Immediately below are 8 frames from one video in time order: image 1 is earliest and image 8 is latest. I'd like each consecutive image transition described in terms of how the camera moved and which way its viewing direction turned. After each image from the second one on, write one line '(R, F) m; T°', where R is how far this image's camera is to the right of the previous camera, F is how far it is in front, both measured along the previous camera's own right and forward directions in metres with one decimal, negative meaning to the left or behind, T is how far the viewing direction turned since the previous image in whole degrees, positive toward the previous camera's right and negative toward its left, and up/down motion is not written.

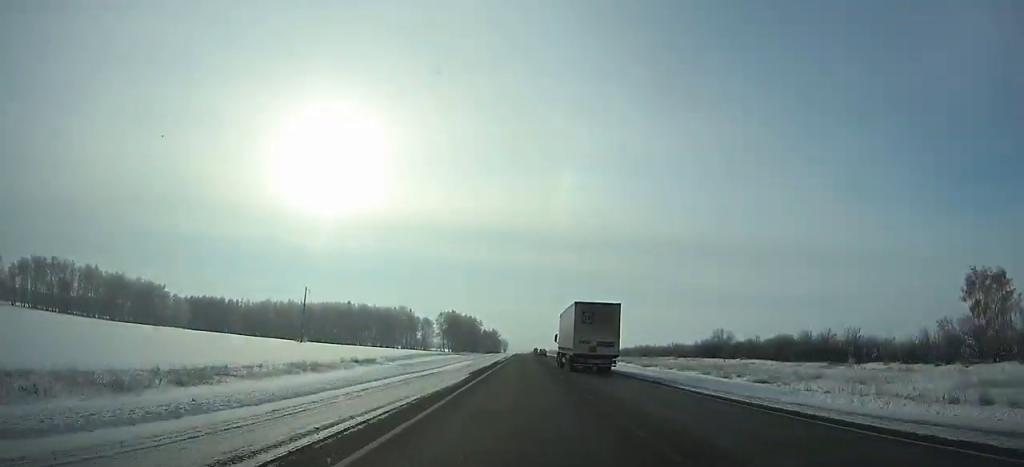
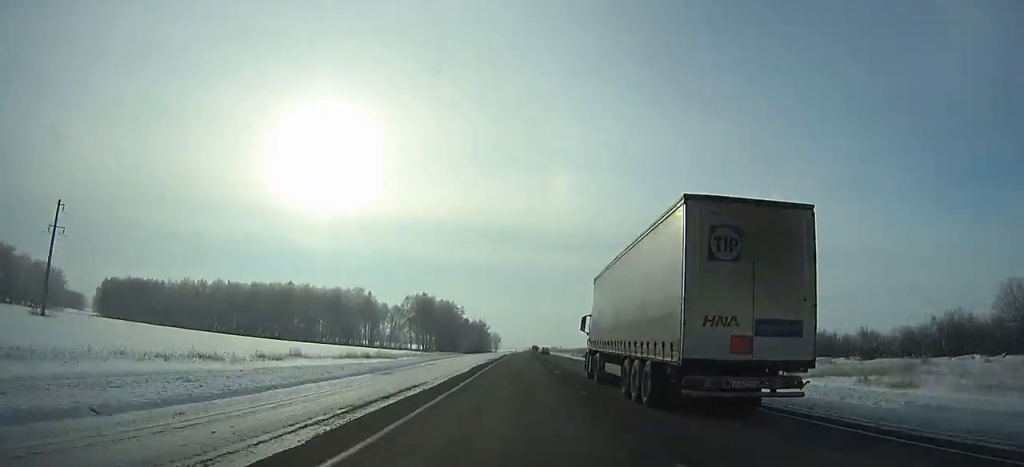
(+0.4, +82.7) m; +1°
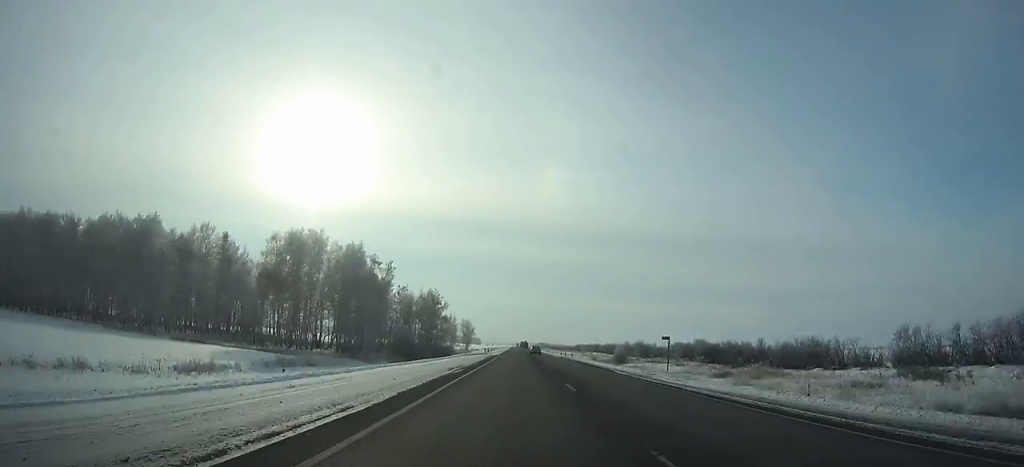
(+1.1, +115.7) m; +1°
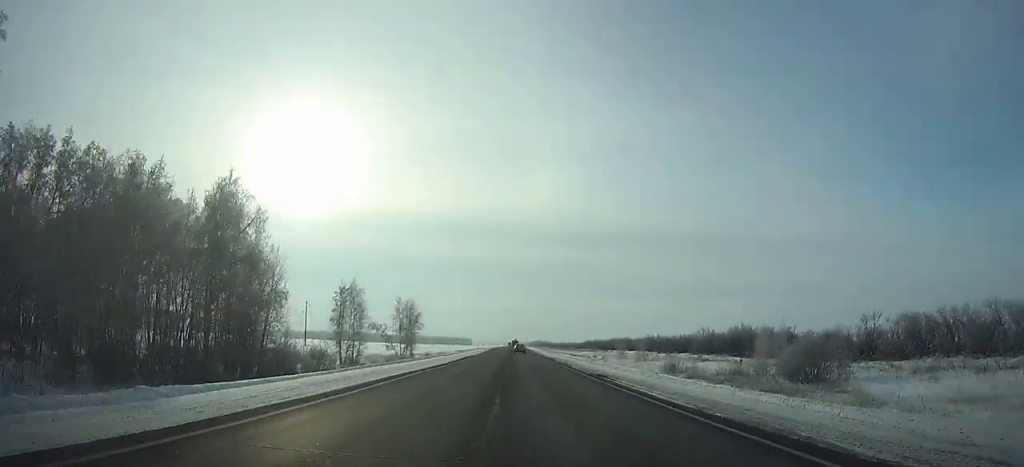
(+0.6, +99.6) m; 0°
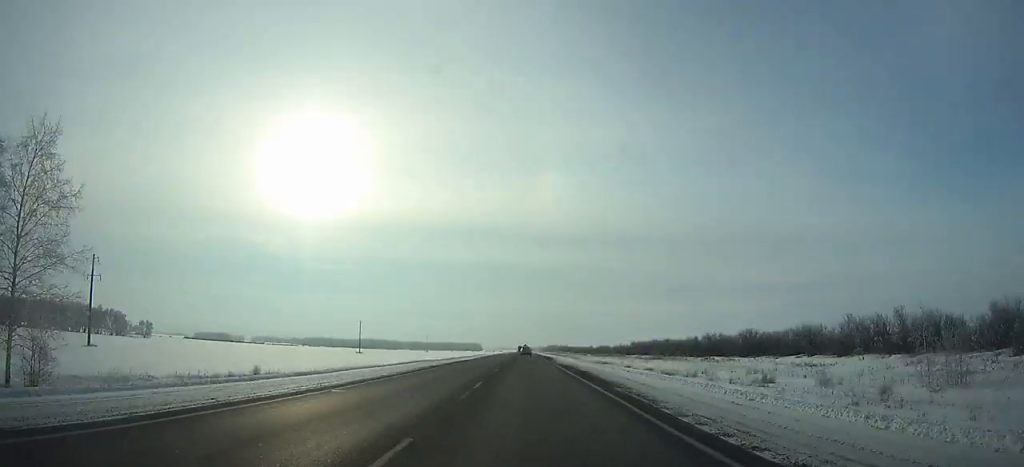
(-0.9, +102.9) m; -1°
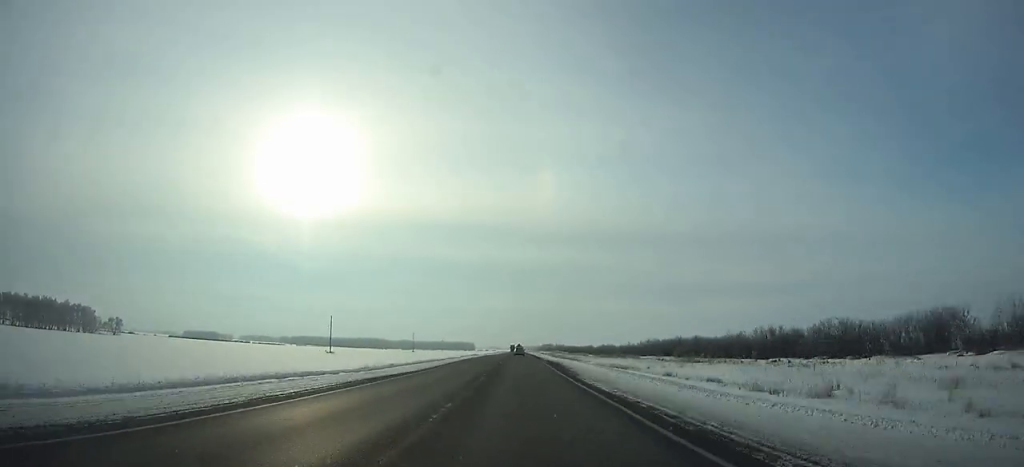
(-0.1, +30.7) m; 0°
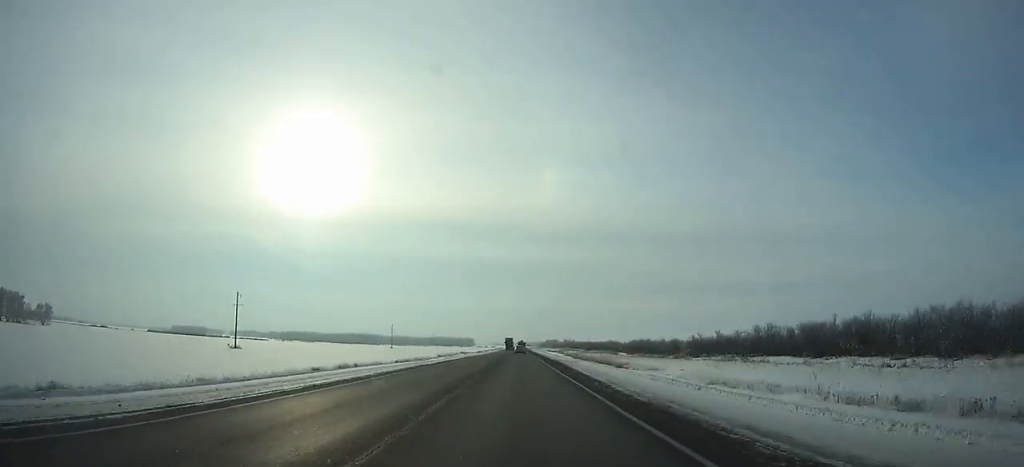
(-0.1, +76.5) m; 0°
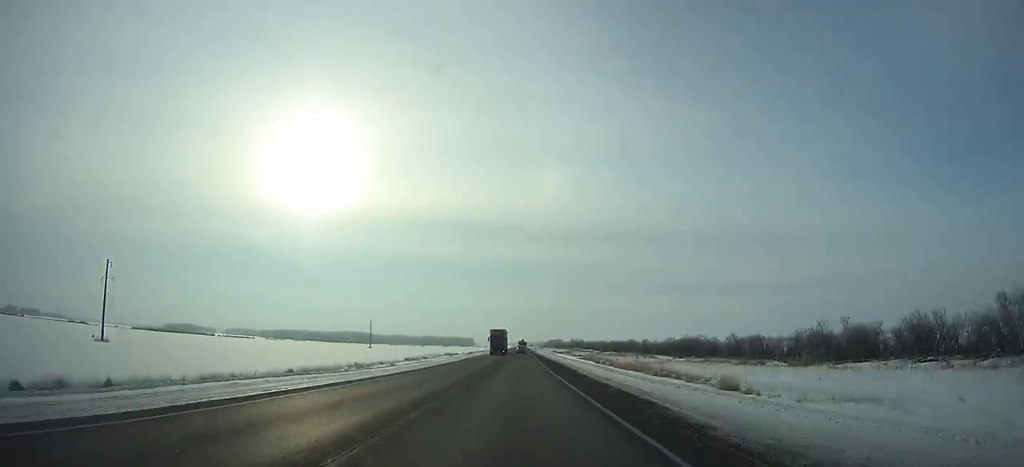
(0.0, +50.7) m; 0°
